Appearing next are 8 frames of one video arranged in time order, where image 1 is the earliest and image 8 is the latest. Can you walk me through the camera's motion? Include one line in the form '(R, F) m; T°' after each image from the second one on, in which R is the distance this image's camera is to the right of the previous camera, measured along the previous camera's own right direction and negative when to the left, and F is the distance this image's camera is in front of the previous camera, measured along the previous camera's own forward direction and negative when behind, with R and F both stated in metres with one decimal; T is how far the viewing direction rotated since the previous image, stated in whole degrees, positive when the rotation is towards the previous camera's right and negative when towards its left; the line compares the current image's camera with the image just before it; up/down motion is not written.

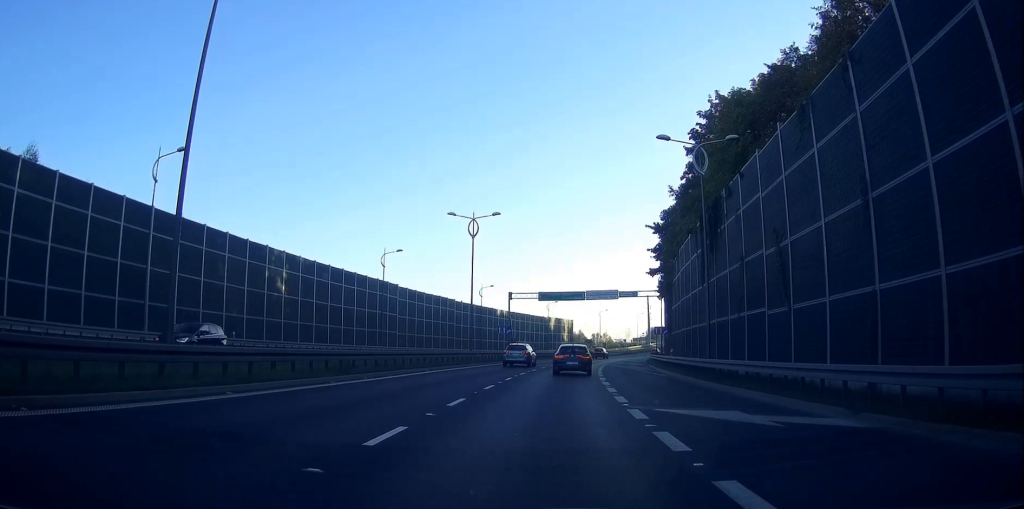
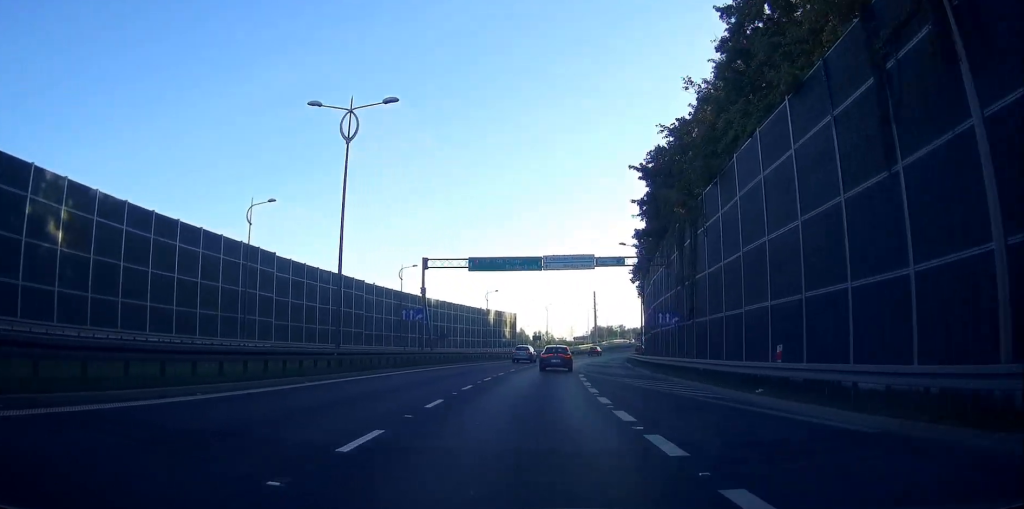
(+1.8, +24.1) m; +6°
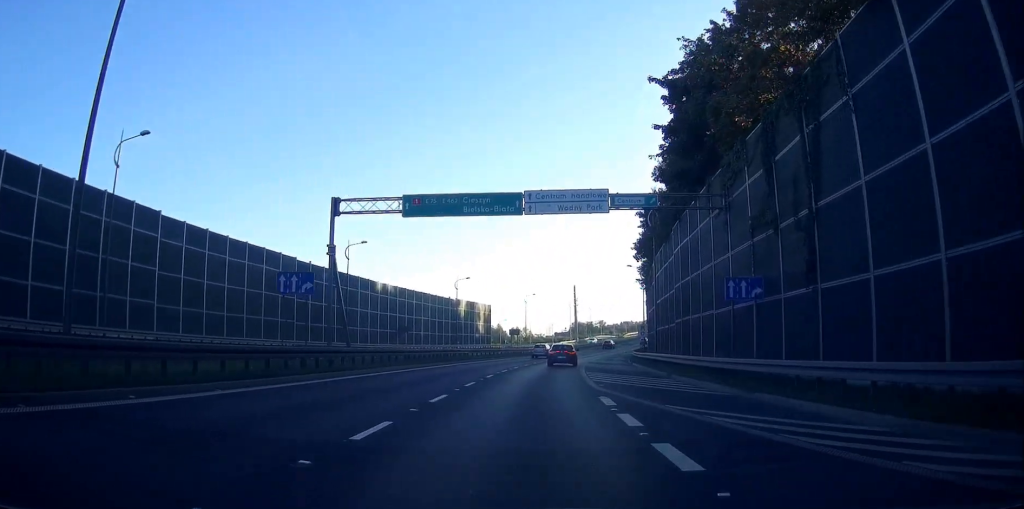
(+0.2, +16.9) m; +1°
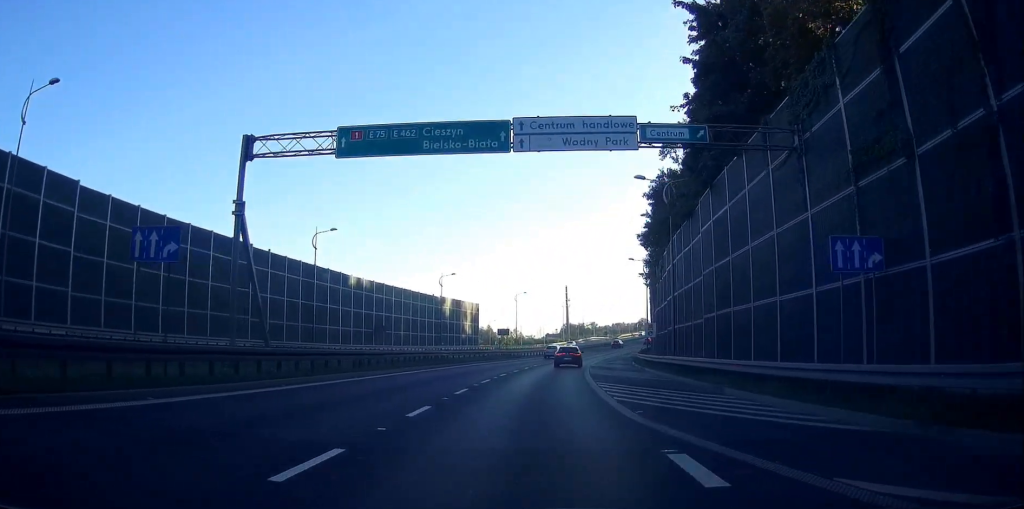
(0.0, +8.8) m; 0°
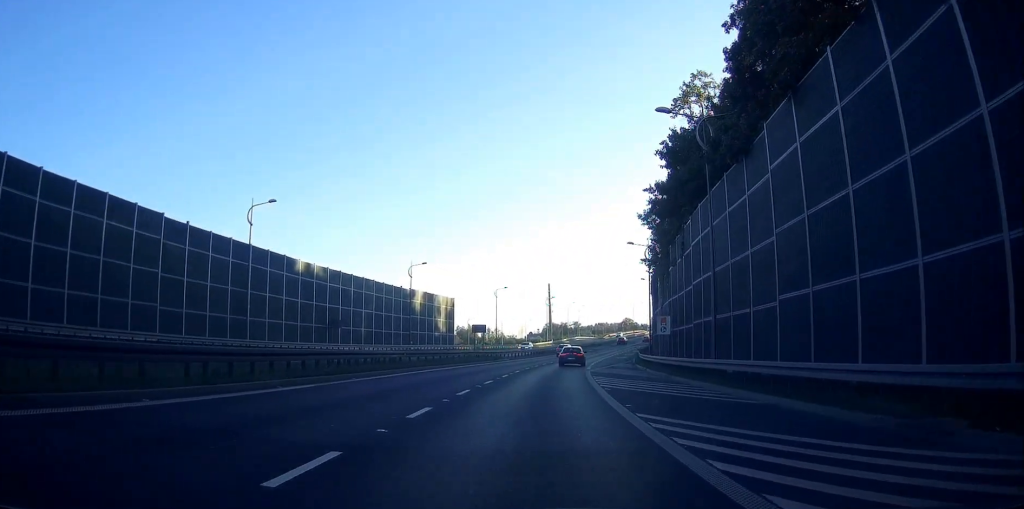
(-0.1, +12.3) m; +1°
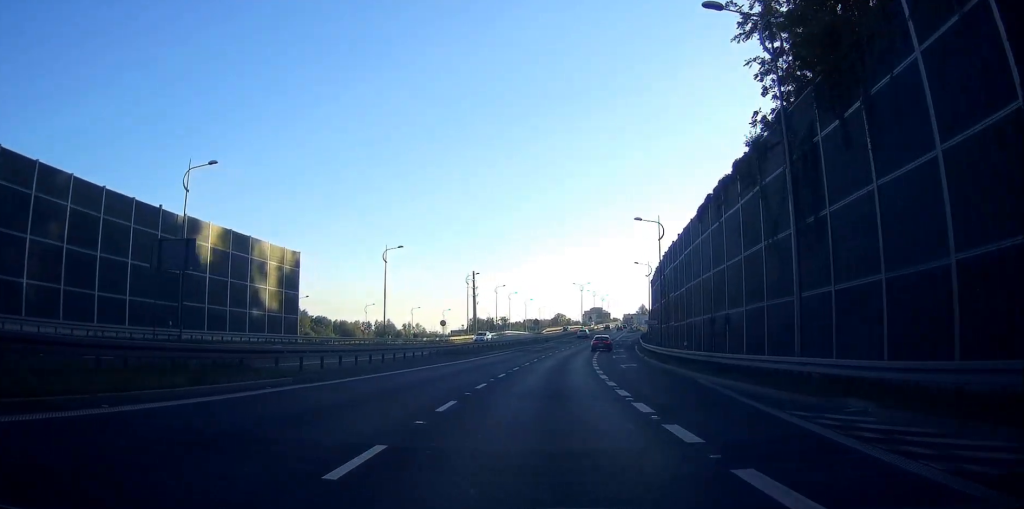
(+3.5, +47.9) m; +8°
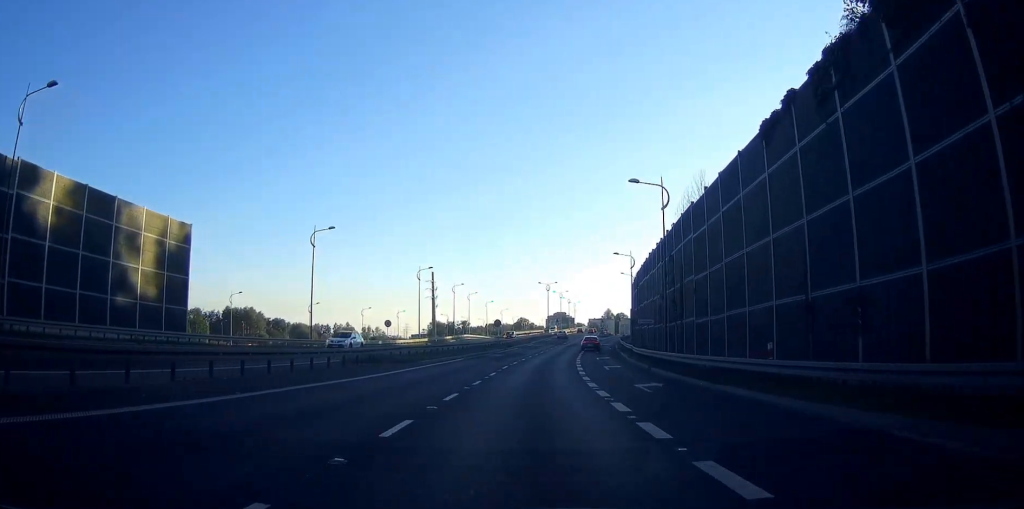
(+0.3, +15.4) m; +2°
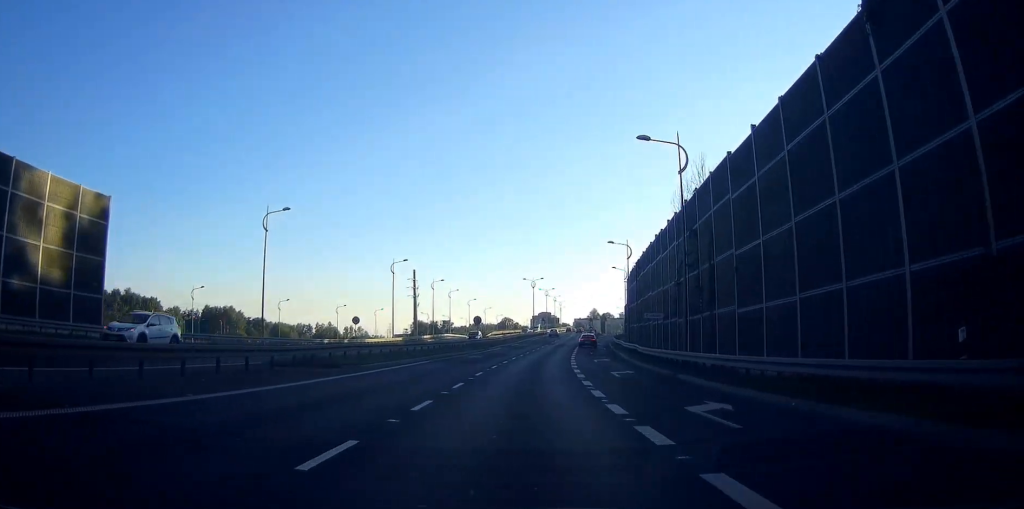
(+0.1, +9.1) m; +1°
